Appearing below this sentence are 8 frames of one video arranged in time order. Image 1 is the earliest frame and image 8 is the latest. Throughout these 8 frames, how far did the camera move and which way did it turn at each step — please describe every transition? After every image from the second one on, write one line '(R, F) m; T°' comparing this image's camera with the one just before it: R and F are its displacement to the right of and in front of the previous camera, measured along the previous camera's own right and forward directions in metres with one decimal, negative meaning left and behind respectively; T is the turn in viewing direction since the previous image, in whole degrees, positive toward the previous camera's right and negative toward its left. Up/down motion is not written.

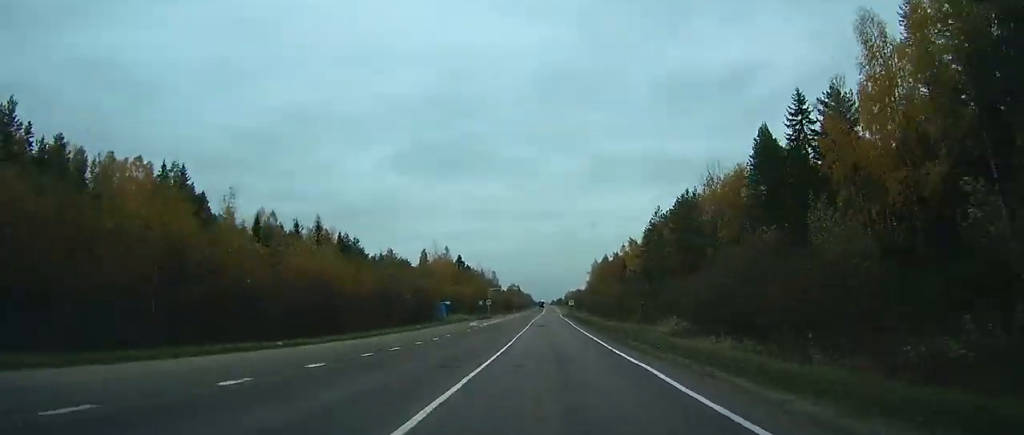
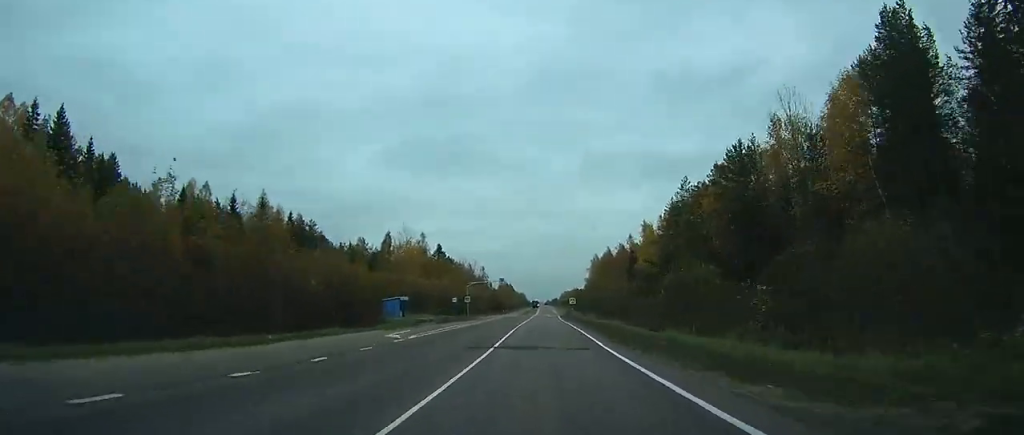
(0.0, +27.0) m; 0°
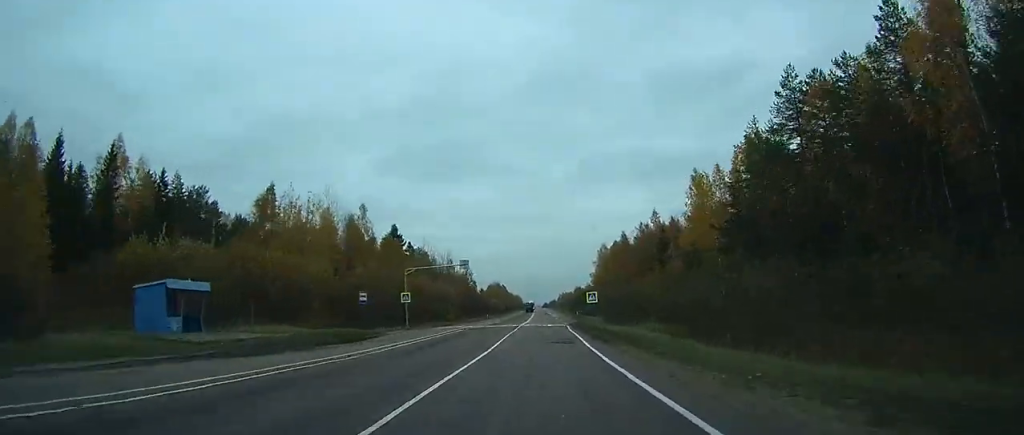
(0.0, +44.9) m; 0°
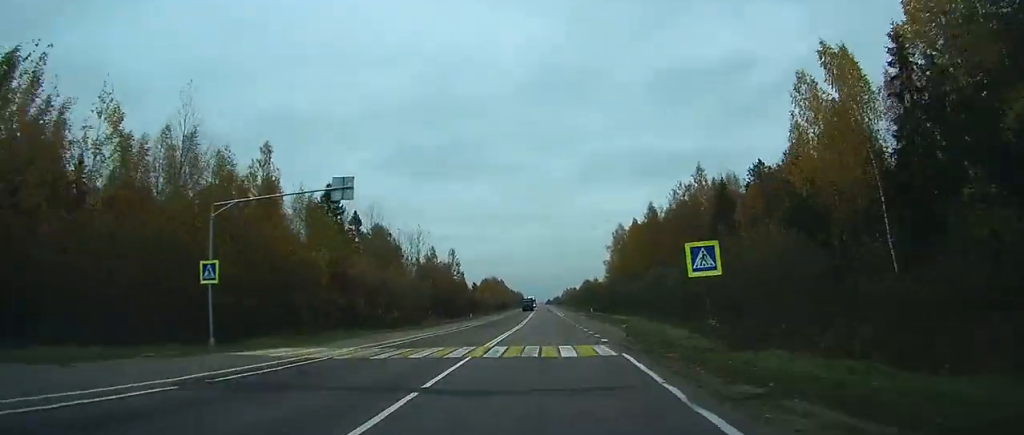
(-0.1, +36.8) m; 0°
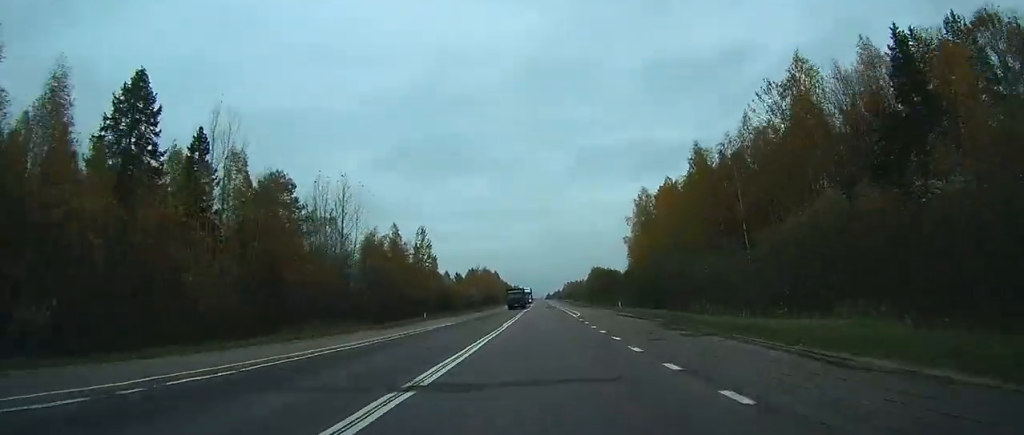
(0.0, +39.7) m; 0°
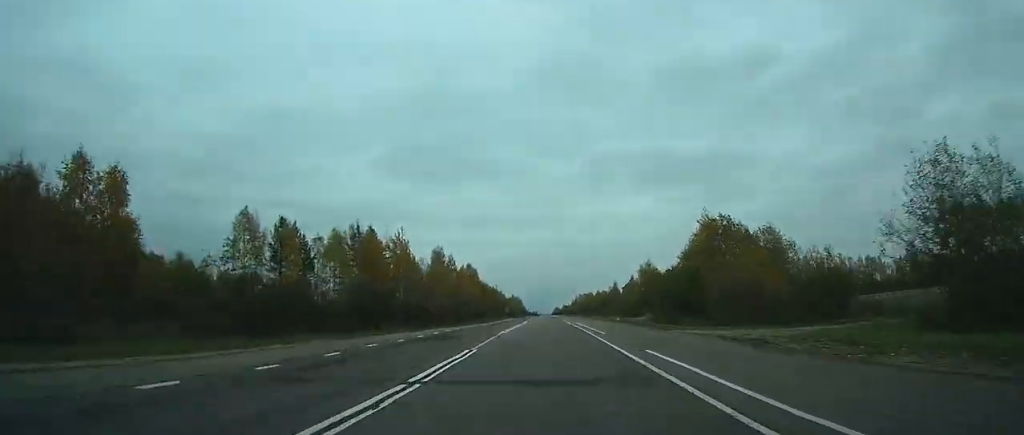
(-0.5, +113.0) m; -1°
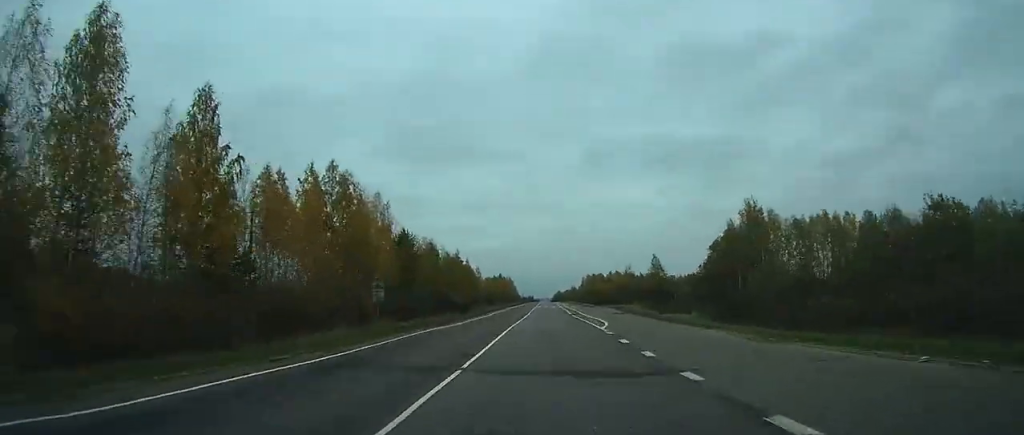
(-0.1, +106.6) m; 0°
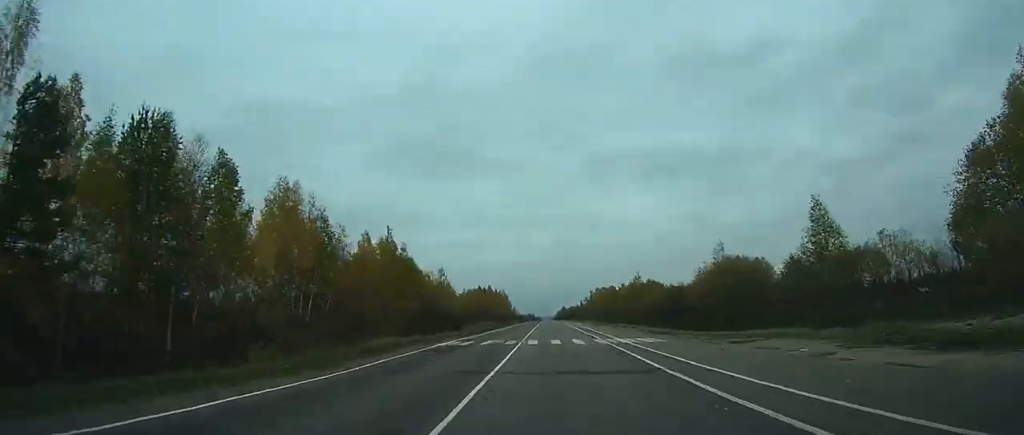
(+0.1, +62.6) m; 0°
